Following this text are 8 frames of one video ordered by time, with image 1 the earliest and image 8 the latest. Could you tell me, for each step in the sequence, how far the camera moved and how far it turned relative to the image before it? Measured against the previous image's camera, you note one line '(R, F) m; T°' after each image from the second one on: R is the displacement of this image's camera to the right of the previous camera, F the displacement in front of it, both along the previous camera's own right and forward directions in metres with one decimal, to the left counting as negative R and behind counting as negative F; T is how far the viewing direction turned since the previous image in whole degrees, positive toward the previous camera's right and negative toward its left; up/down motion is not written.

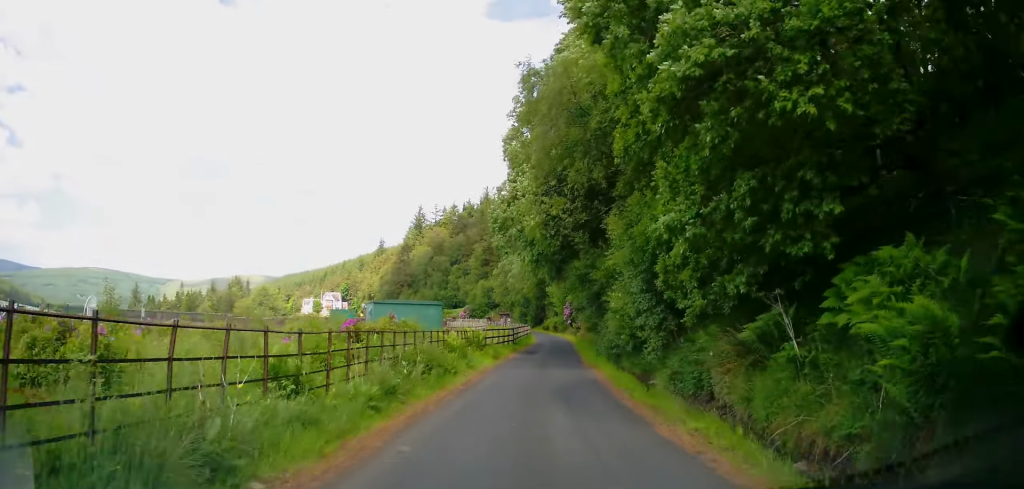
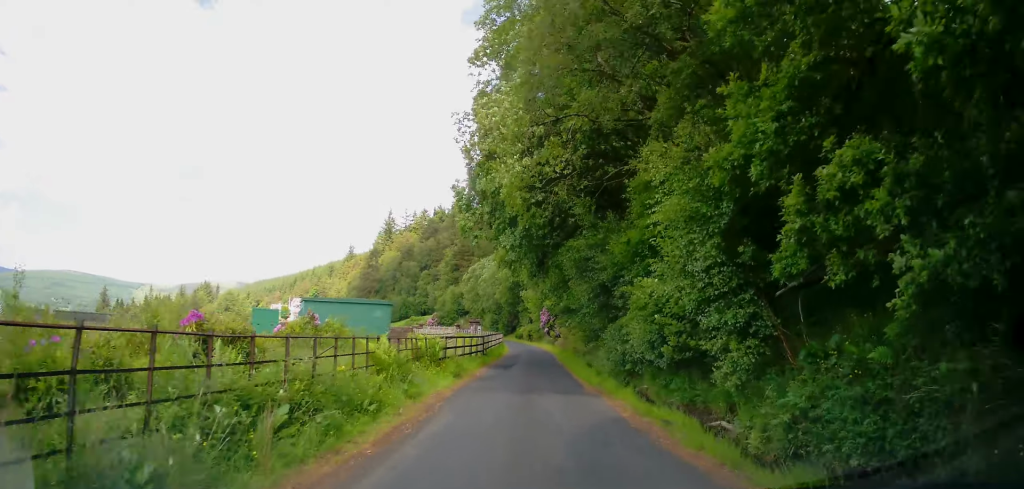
(+0.1, +6.5) m; +2°
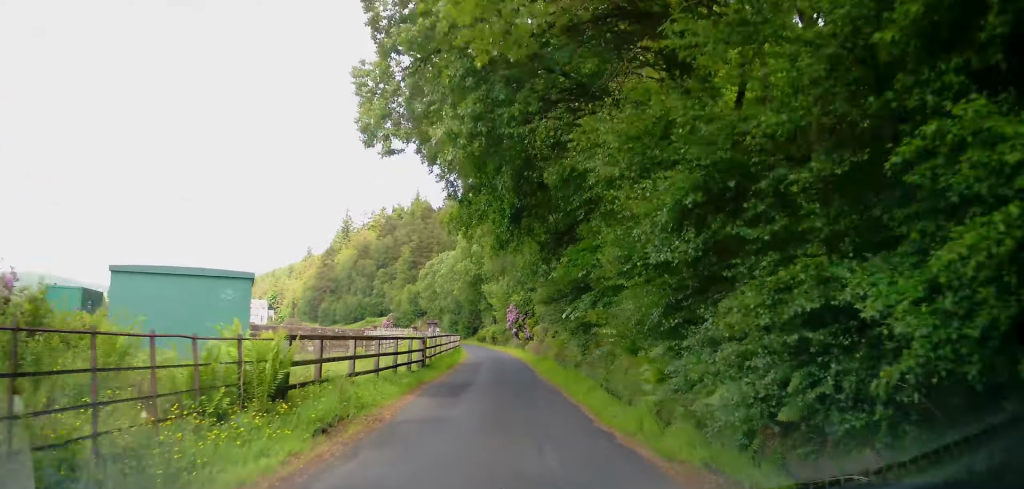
(+0.1, +9.7) m; +3°
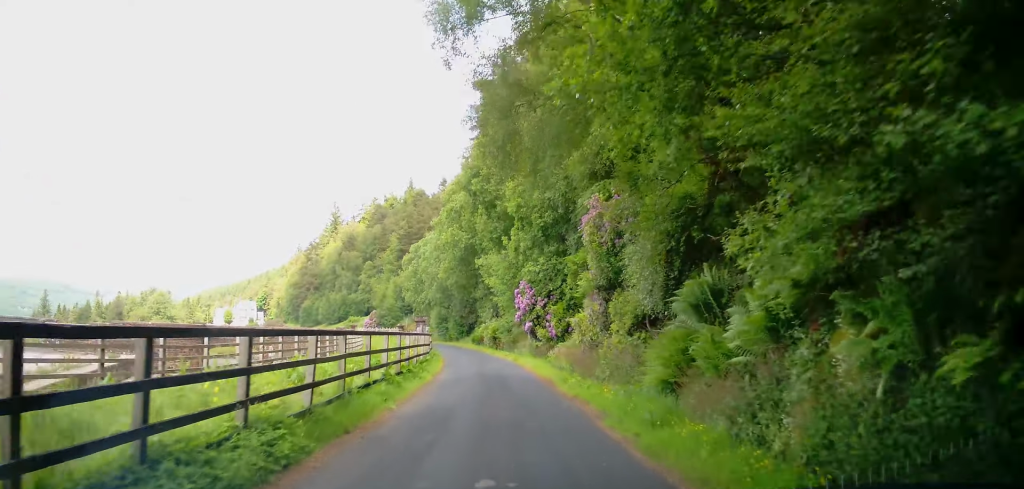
(+1.0, +17.7) m; +4°
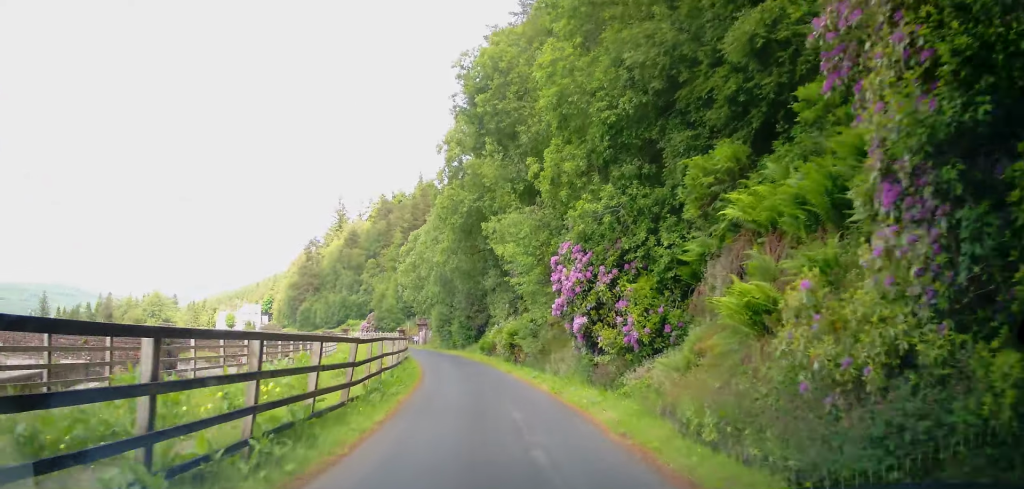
(-0.2, +12.6) m; -1°
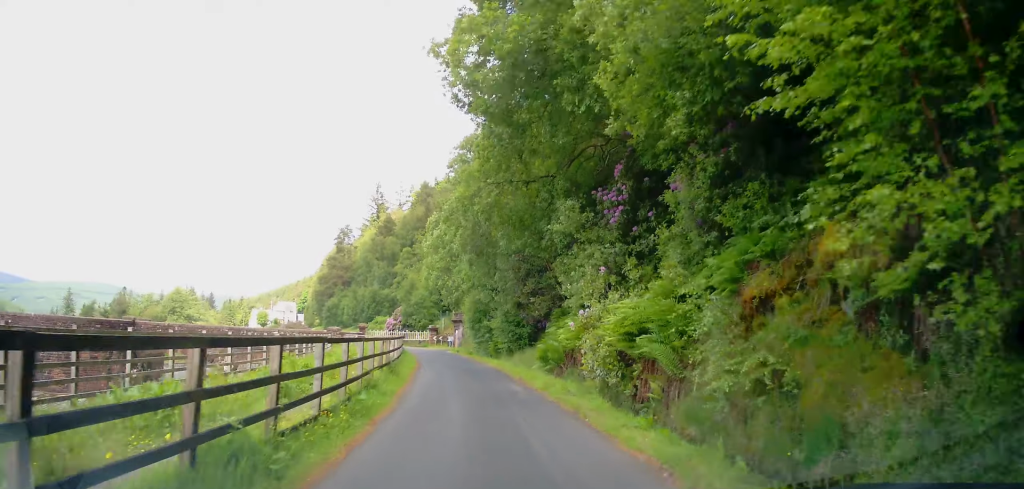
(-0.1, +15.8) m; -4°
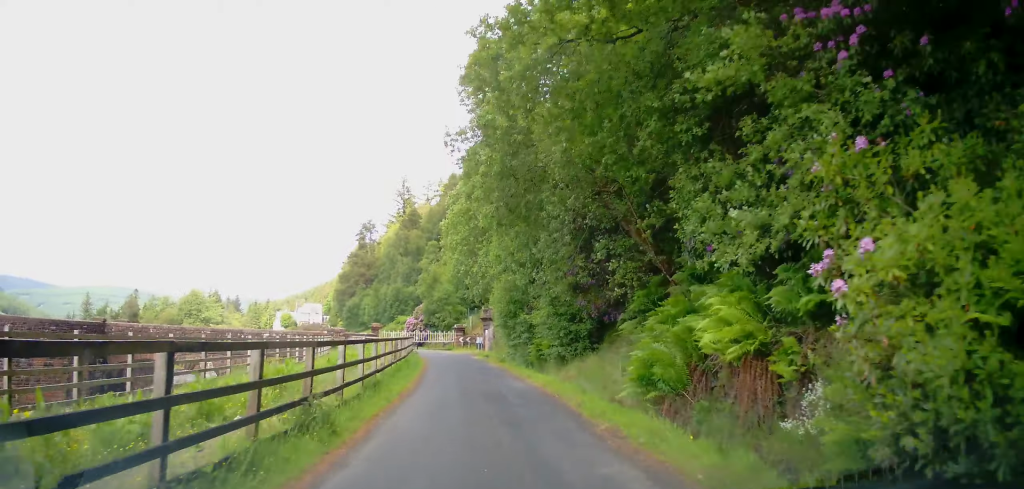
(-0.4, +9.0) m; -4°
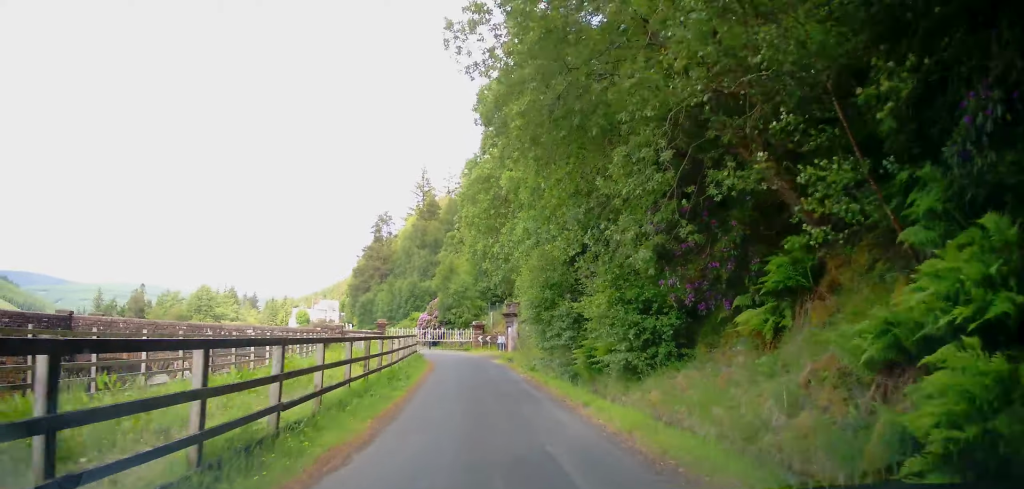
(-0.3, +6.7) m; -3°
